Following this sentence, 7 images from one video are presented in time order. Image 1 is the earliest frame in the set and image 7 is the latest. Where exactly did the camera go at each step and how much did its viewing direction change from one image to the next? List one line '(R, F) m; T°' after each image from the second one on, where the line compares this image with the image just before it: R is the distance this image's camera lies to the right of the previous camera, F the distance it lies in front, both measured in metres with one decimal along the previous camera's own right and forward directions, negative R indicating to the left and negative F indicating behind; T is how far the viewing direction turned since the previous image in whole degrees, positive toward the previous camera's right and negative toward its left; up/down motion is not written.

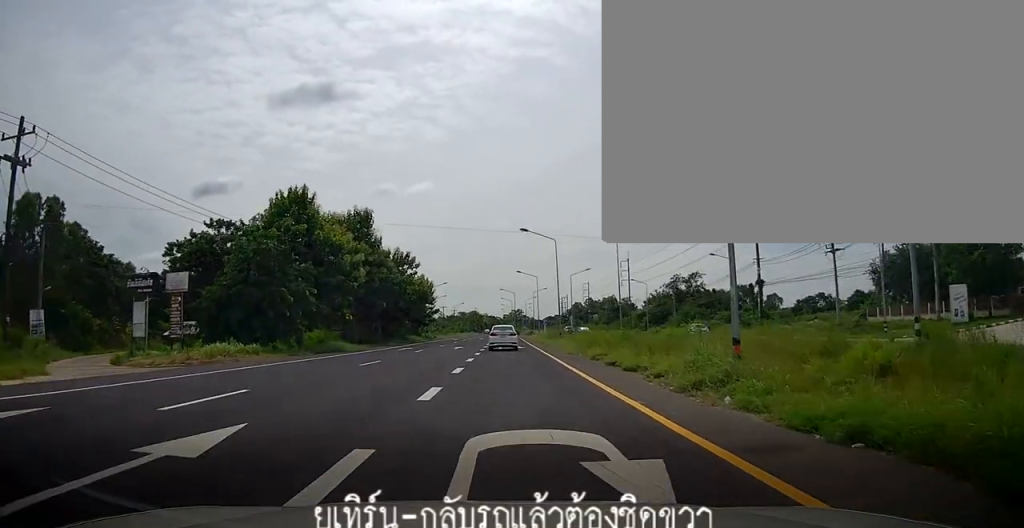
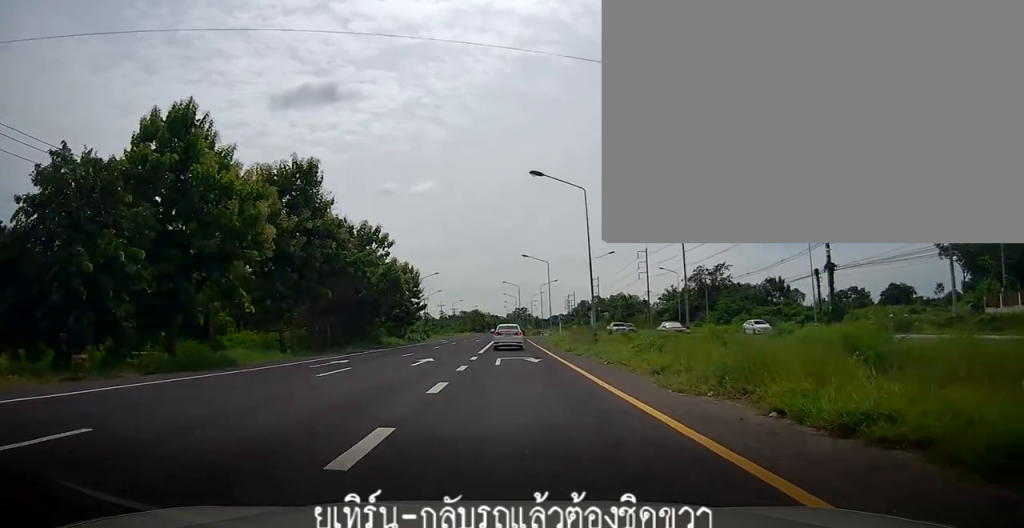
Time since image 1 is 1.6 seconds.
(-0.1, +17.1) m; -1°
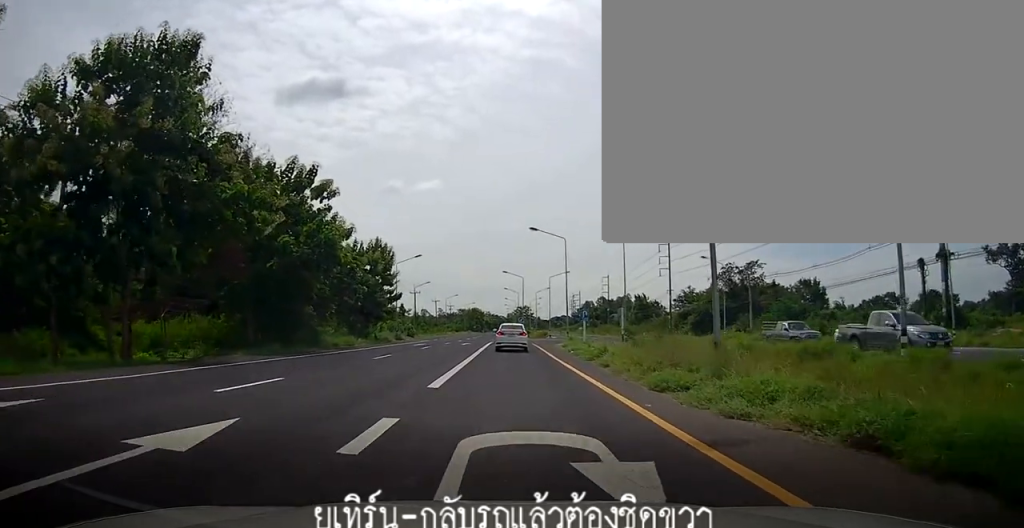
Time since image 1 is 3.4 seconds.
(0.0, +17.9) m; +1°
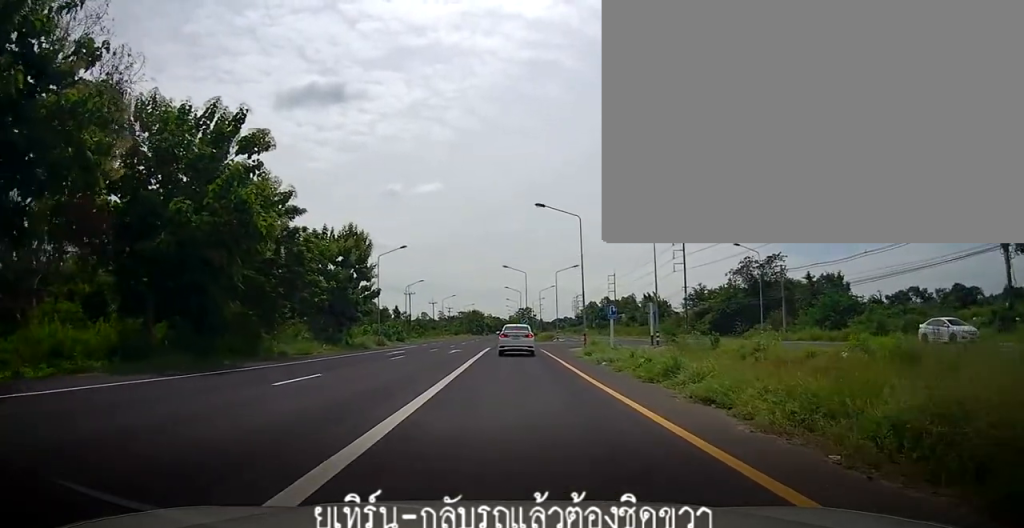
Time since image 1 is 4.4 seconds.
(0.0, +9.6) m; -1°
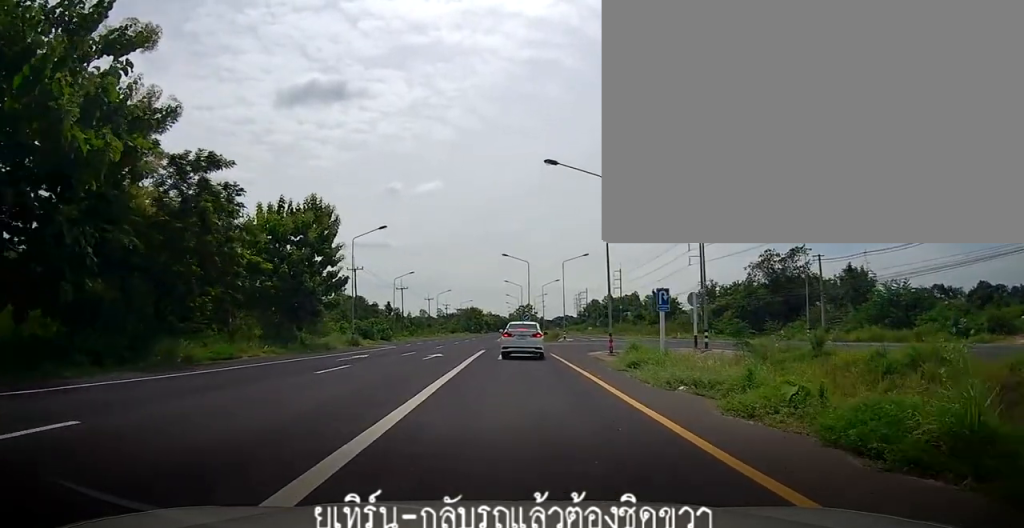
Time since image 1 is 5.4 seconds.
(-0.1, +9.7) m; 0°
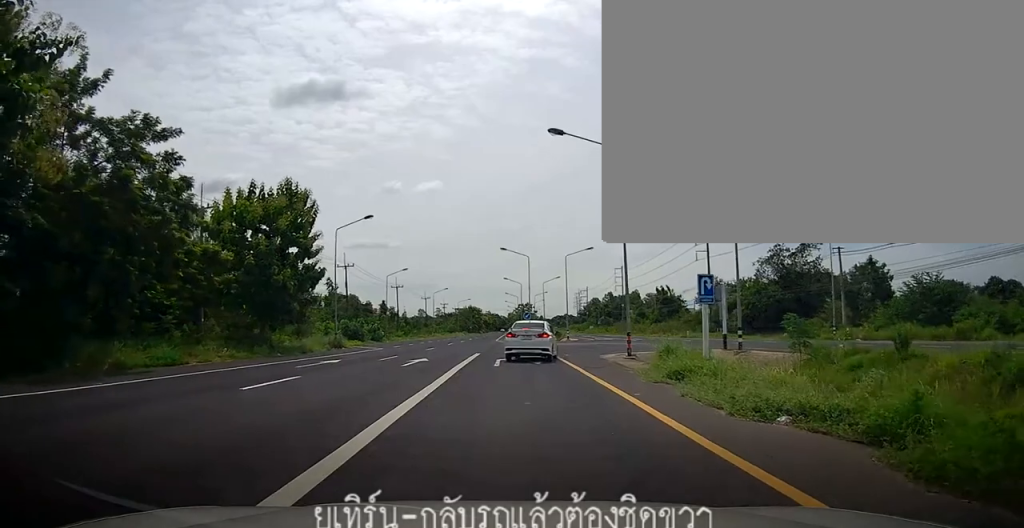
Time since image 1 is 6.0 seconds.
(0.0, +4.5) m; 0°
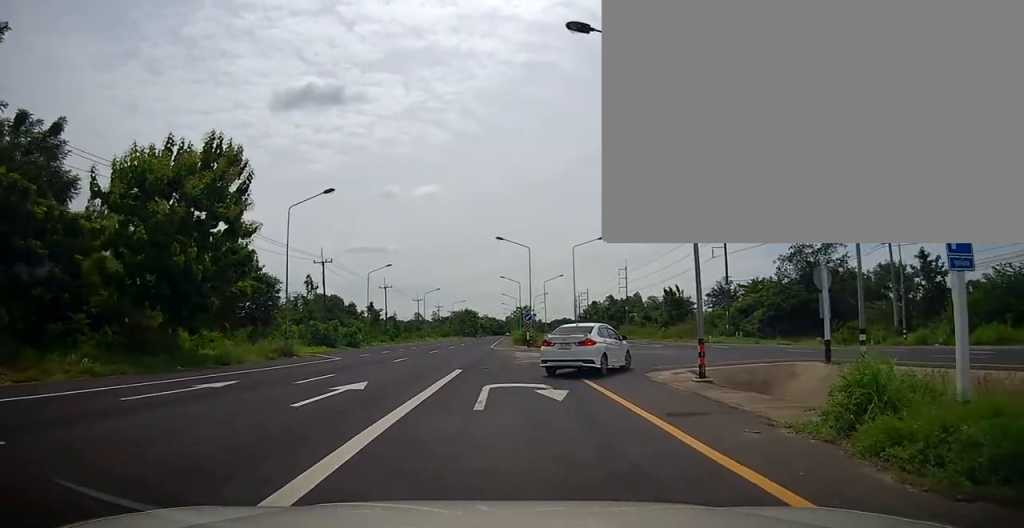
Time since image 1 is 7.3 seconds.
(0.0, +10.1) m; 0°
